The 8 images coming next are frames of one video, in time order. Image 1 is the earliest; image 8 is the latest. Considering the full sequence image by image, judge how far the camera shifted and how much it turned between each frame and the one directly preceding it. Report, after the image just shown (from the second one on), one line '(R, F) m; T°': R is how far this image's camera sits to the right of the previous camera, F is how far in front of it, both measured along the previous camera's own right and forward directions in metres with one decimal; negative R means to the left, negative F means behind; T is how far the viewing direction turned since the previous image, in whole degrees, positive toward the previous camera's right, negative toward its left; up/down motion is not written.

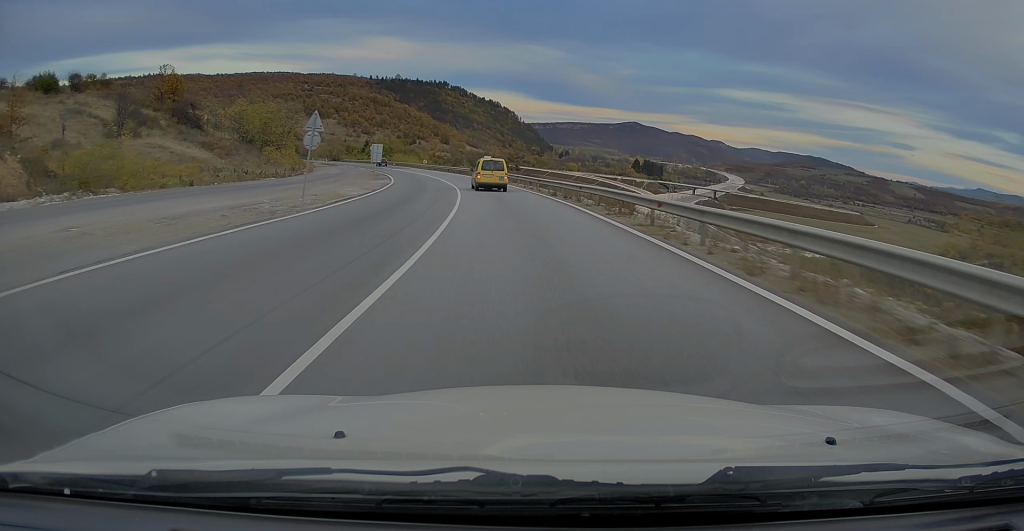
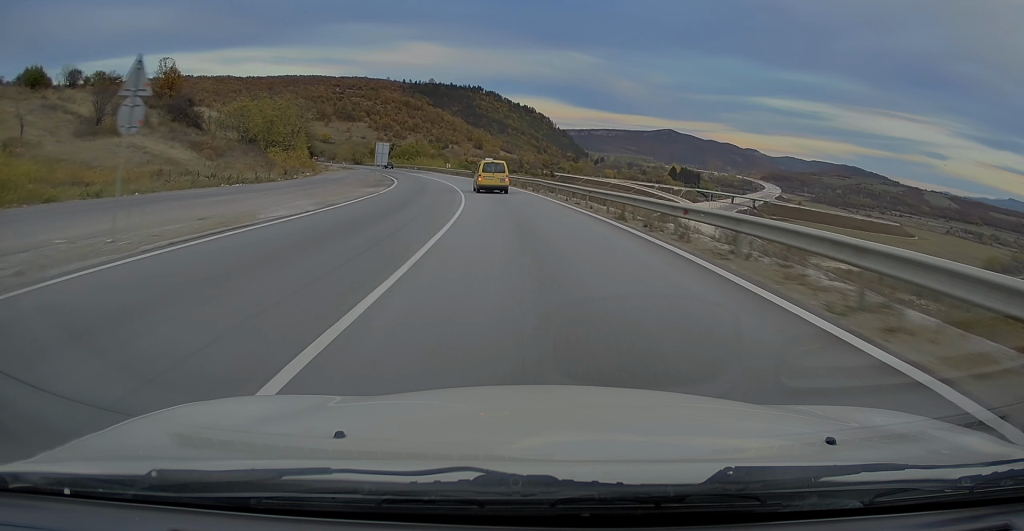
(-0.4, +13.5) m; -3°
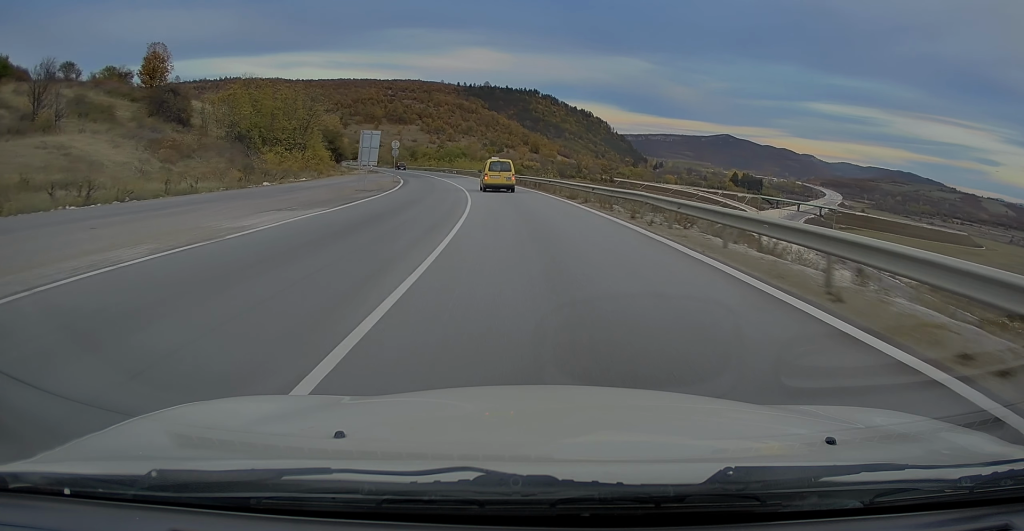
(-0.7, +22.6) m; -3°
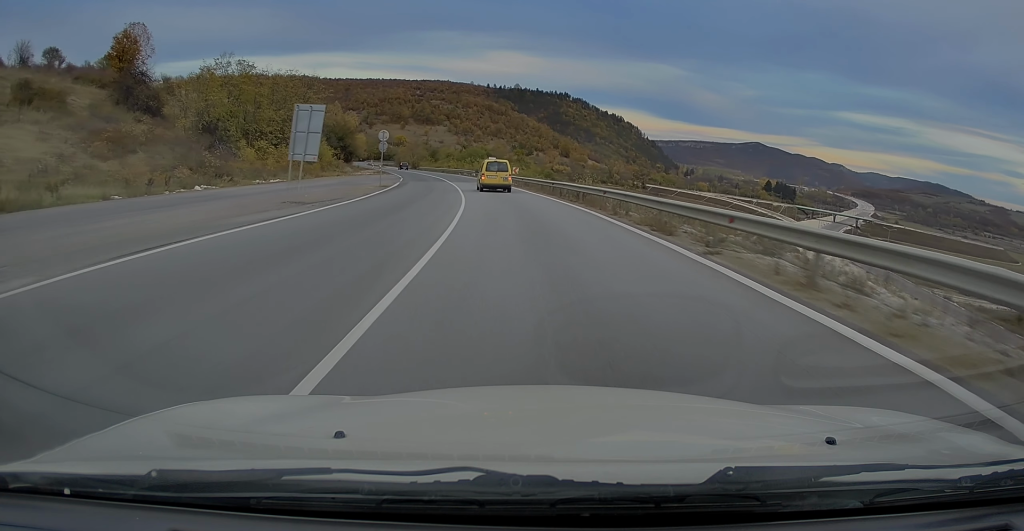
(-0.2, +15.2) m; -4°
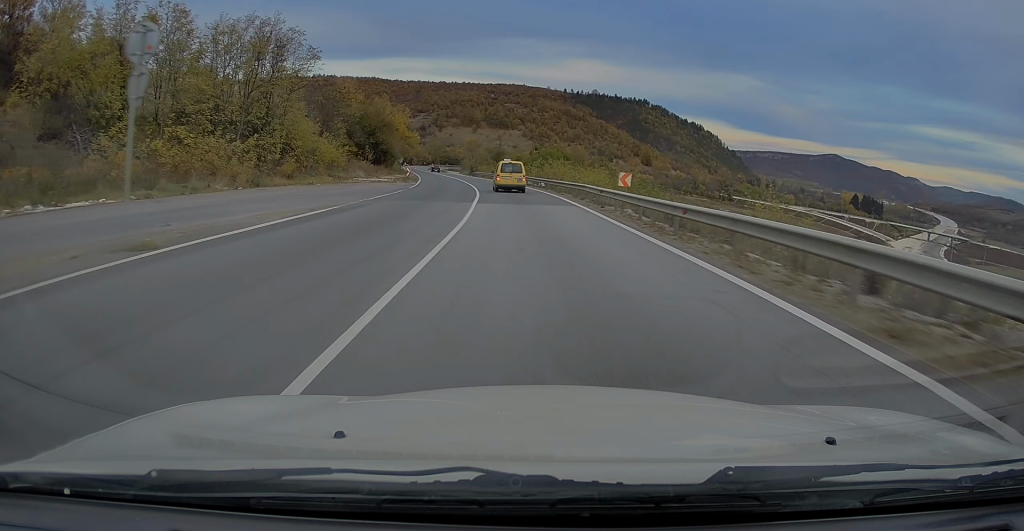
(-2.5, +32.8) m; -6°
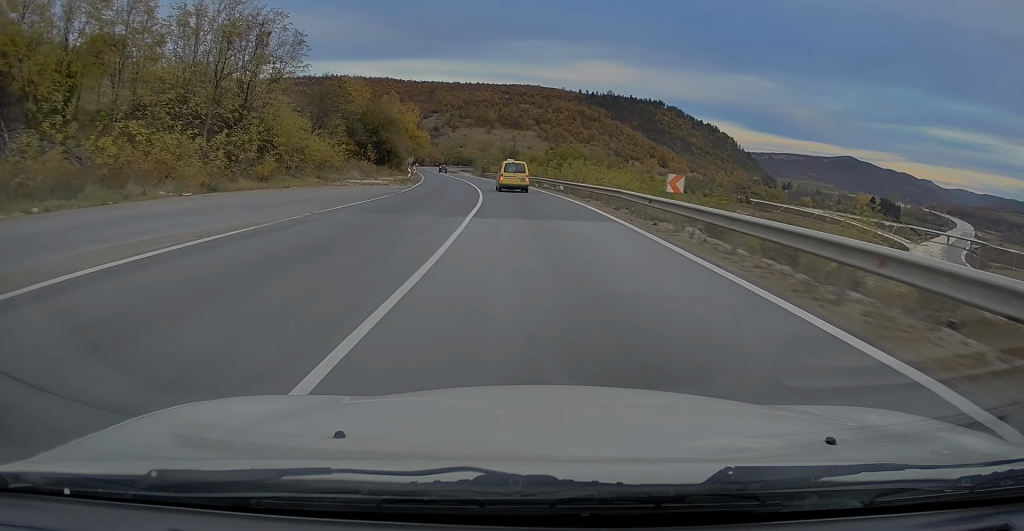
(+0.1, +7.6) m; -1°
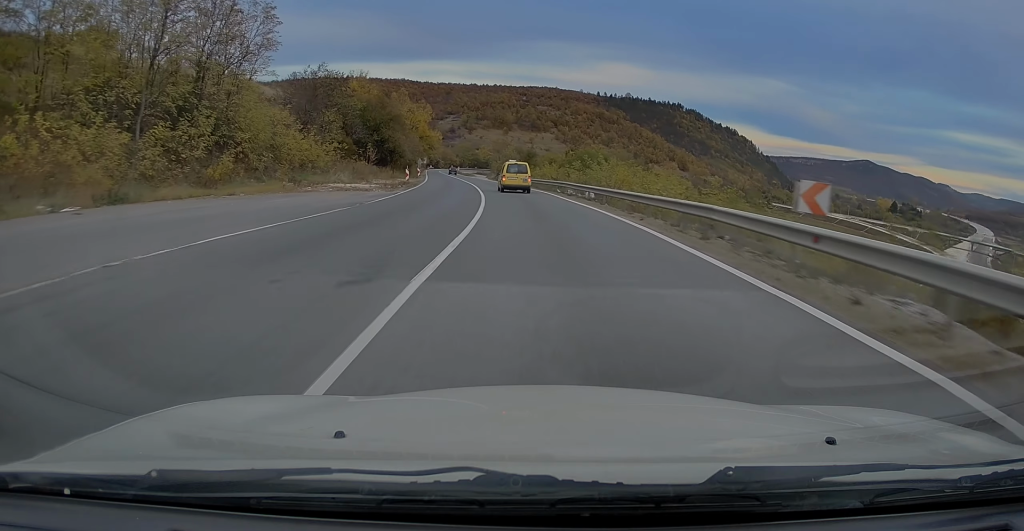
(-0.2, +9.8) m; -2°
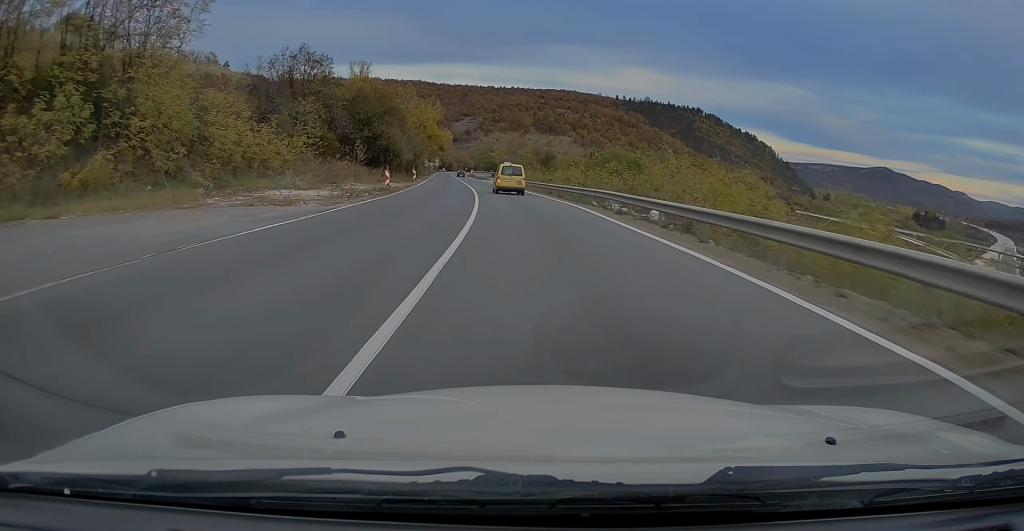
(-0.4, +13.7) m; -2°
